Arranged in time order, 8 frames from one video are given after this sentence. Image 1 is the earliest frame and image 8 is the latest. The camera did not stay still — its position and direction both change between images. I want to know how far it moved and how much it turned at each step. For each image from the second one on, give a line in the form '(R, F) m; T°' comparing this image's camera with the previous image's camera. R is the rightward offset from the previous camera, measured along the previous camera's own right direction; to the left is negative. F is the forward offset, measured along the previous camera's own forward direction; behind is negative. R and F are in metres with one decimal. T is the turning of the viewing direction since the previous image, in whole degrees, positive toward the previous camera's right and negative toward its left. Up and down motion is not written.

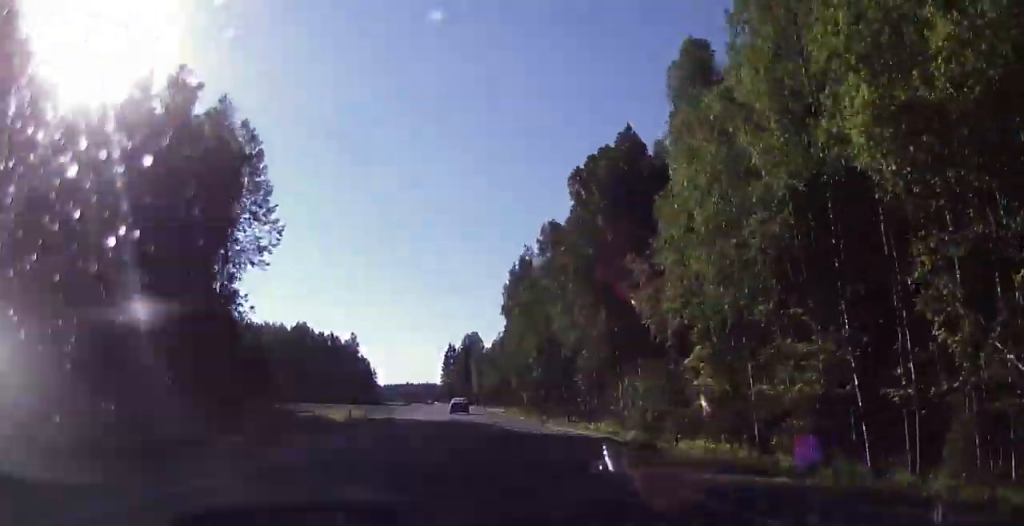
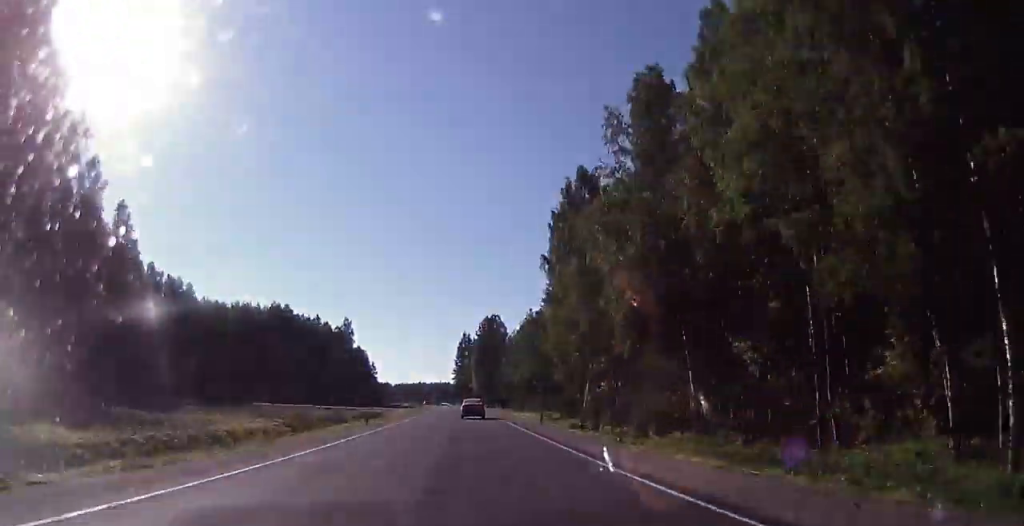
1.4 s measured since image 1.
(-0.4, +47.3) m; +2°
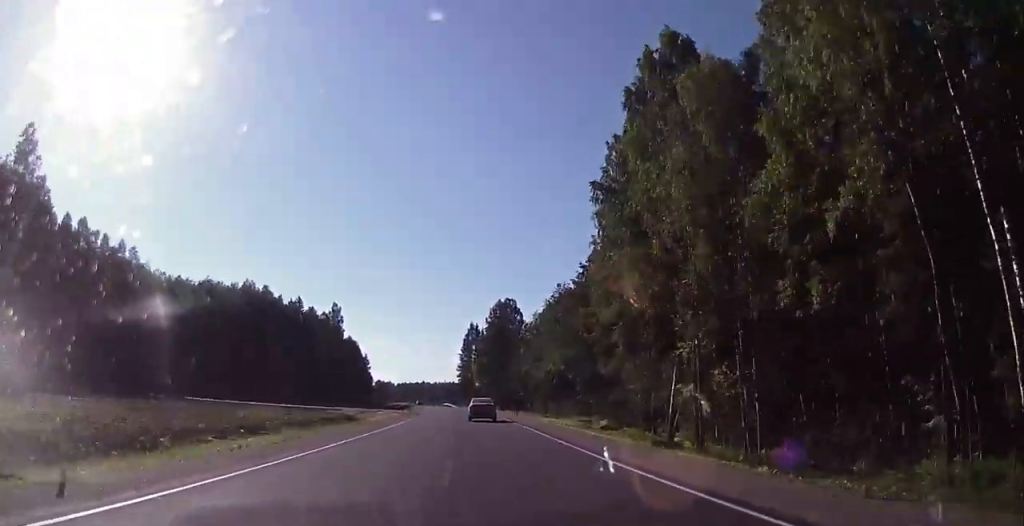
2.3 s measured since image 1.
(+1.4, +29.5) m; +1°
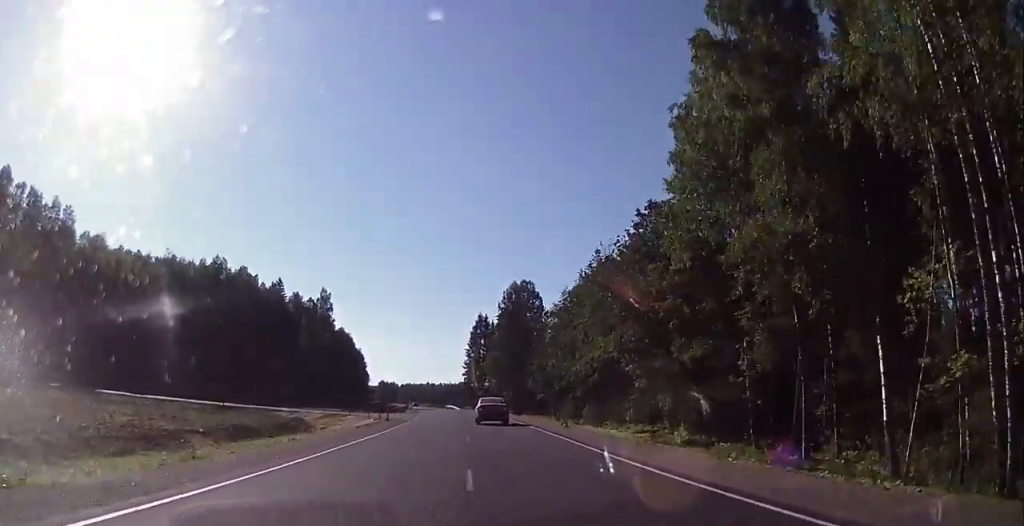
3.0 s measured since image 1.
(-0.6, +24.1) m; -2°
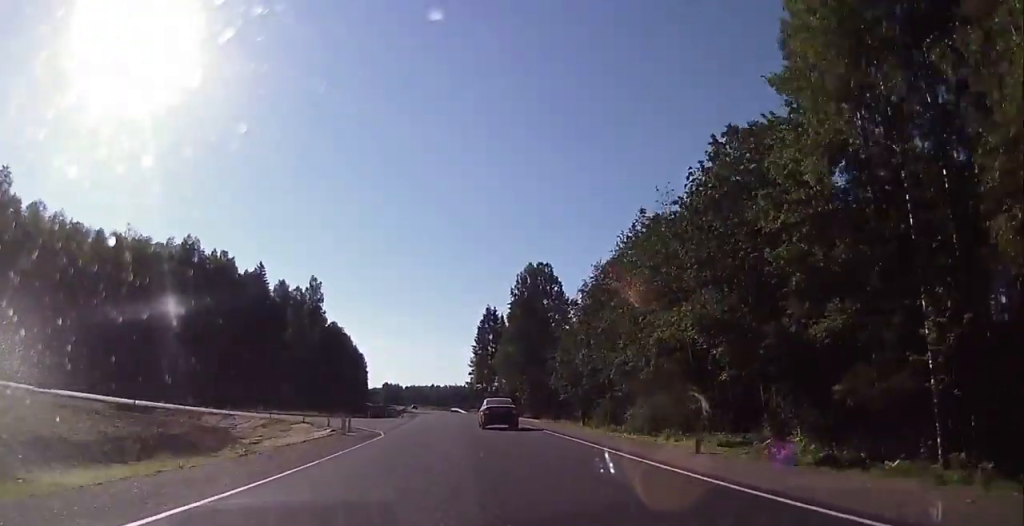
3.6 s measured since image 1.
(-0.2, +17.5) m; -1°
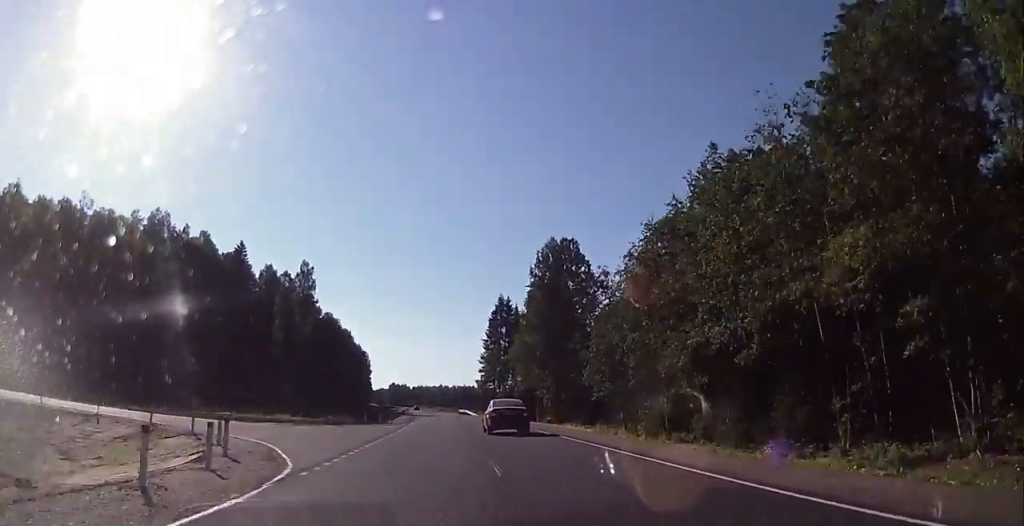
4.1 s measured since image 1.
(0.0, +16.4) m; -1°
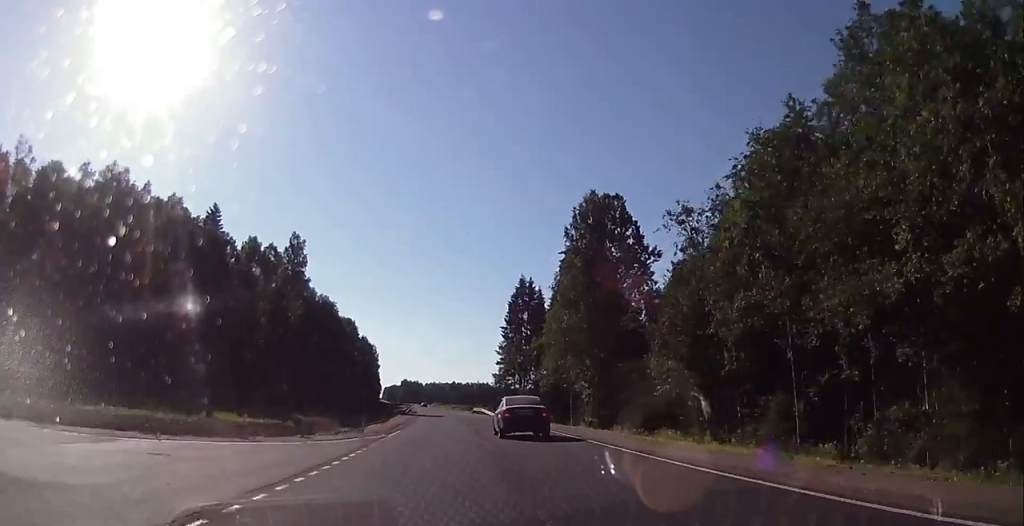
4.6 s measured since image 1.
(-0.2, +18.6) m; -1°
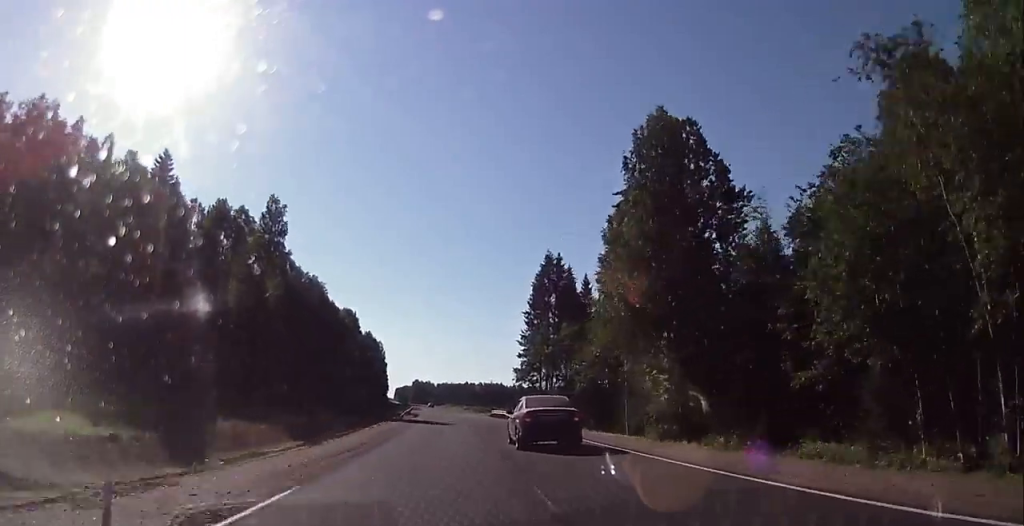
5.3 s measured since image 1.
(-0.1, +20.8) m; -1°
